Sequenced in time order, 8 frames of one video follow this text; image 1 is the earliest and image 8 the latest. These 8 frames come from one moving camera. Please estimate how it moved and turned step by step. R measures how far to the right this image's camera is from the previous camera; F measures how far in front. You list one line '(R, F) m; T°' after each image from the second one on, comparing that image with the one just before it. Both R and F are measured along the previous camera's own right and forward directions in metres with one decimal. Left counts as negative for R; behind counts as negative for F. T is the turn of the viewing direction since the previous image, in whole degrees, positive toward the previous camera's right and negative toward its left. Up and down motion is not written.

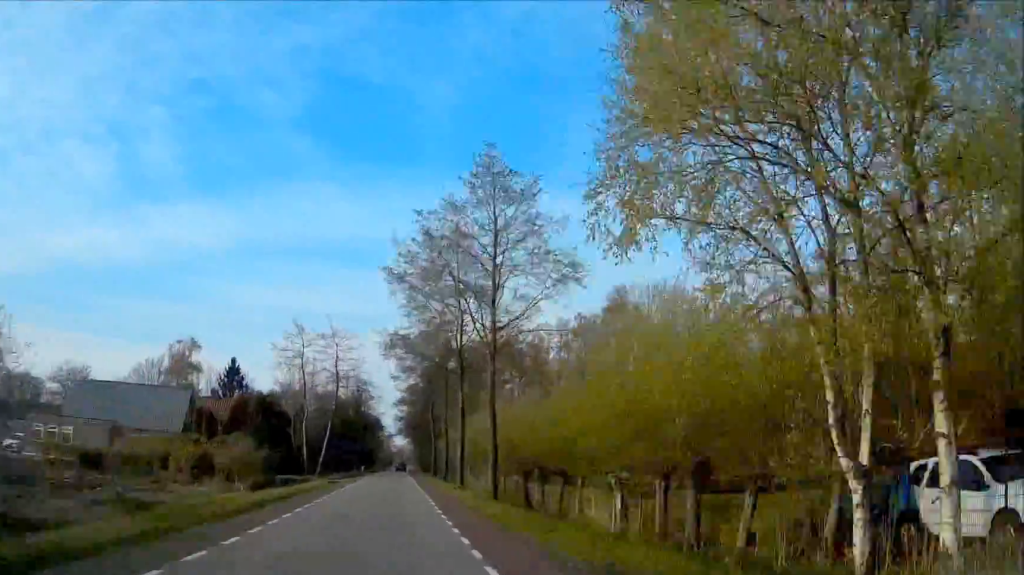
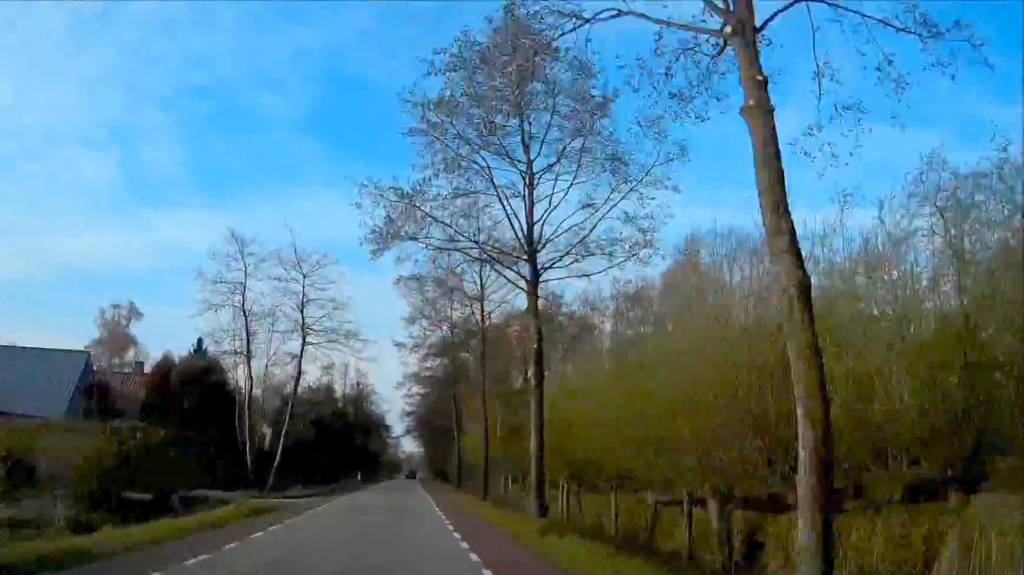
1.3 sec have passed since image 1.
(-0.2, +24.3) m; 0°
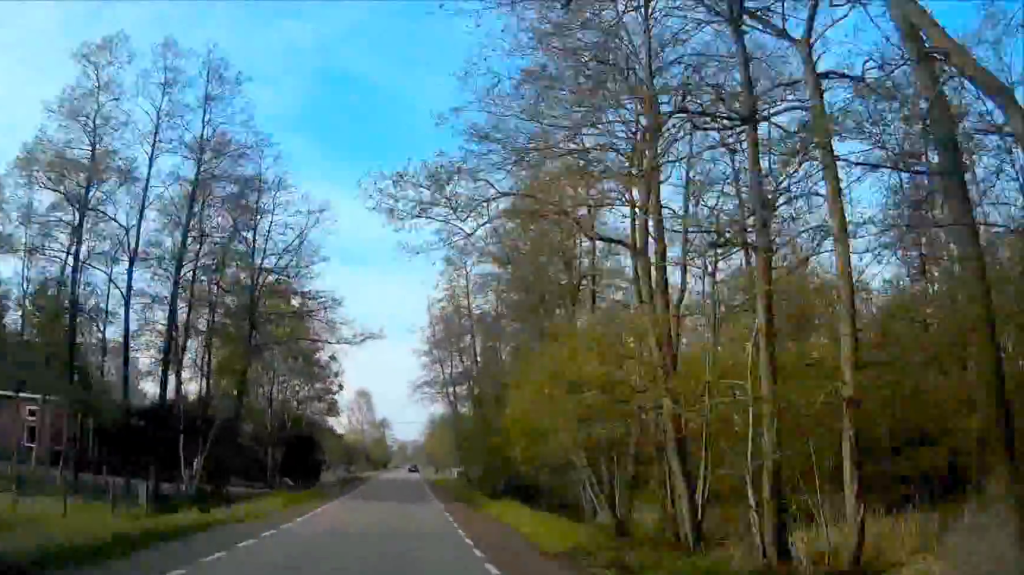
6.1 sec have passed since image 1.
(+1.1, +93.7) m; +1°
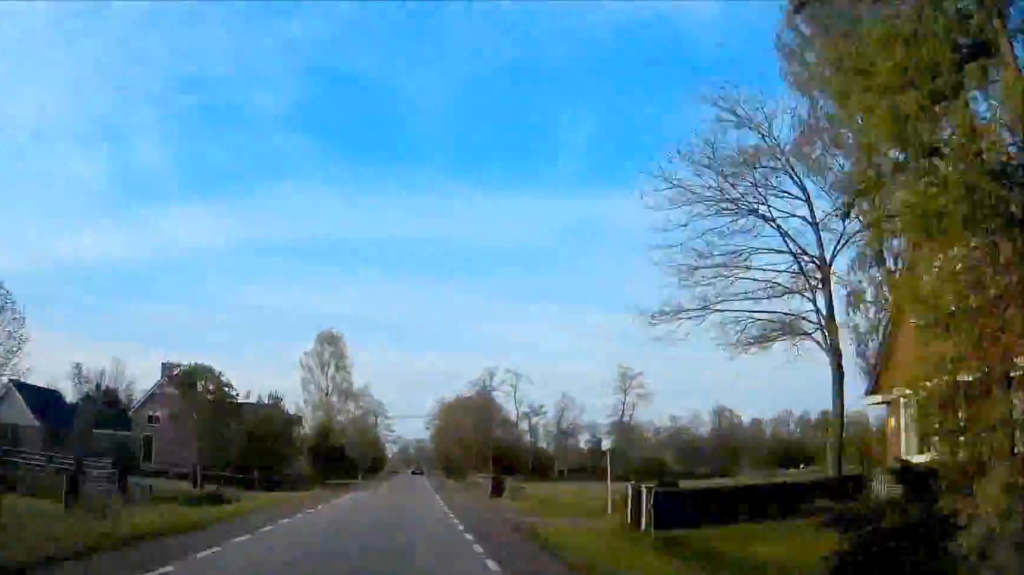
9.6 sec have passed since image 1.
(-0.6, +66.7) m; -1°
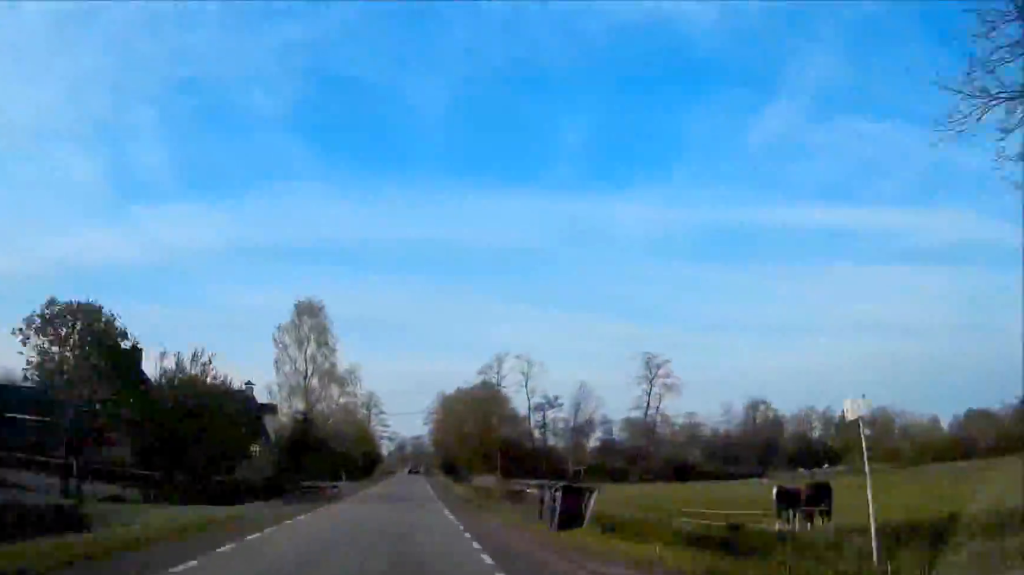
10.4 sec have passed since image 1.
(0.0, +15.4) m; 0°
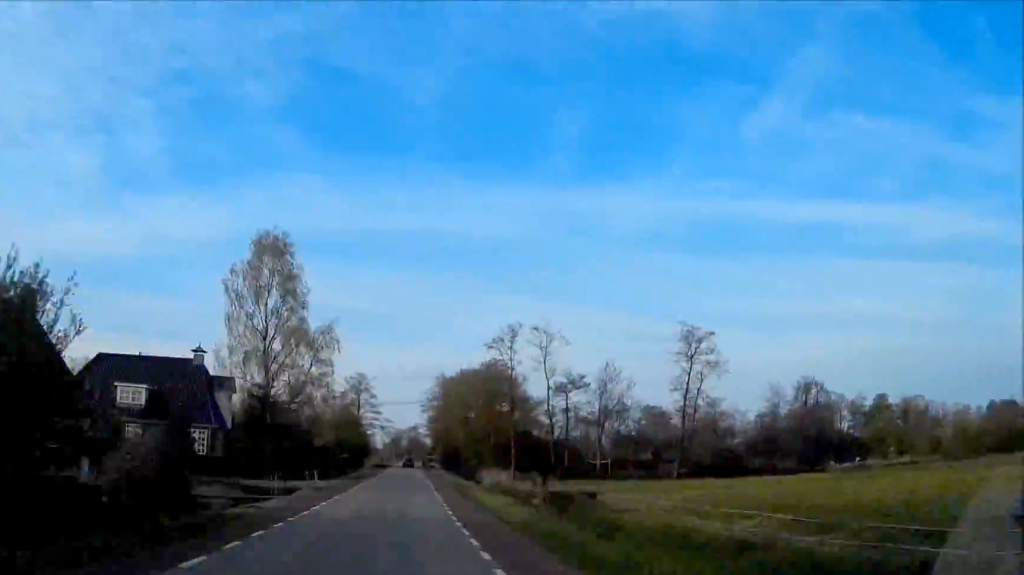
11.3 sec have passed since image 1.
(0.0, +18.0) m; 0°
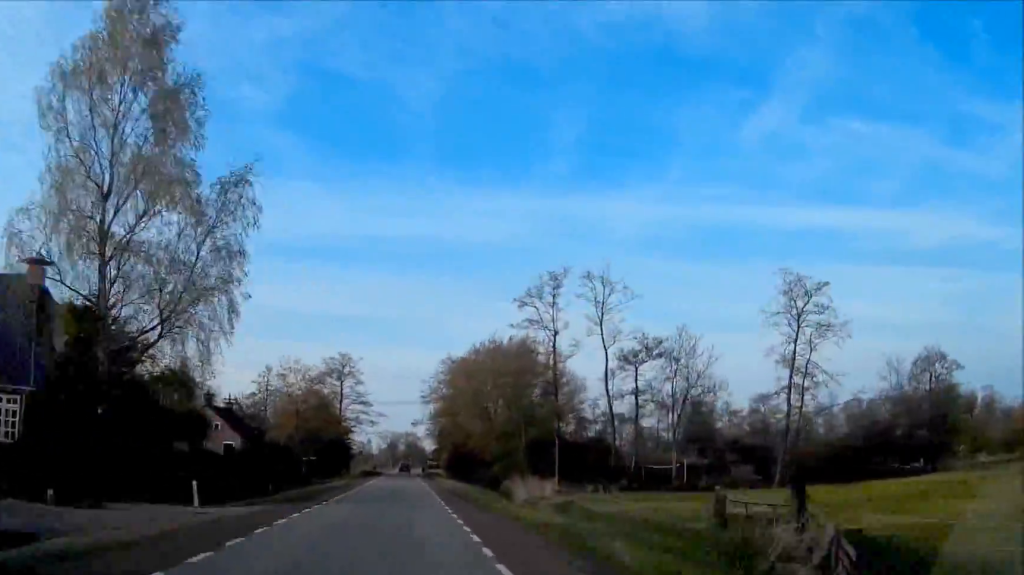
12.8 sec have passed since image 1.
(-0.1, +28.3) m; 0°
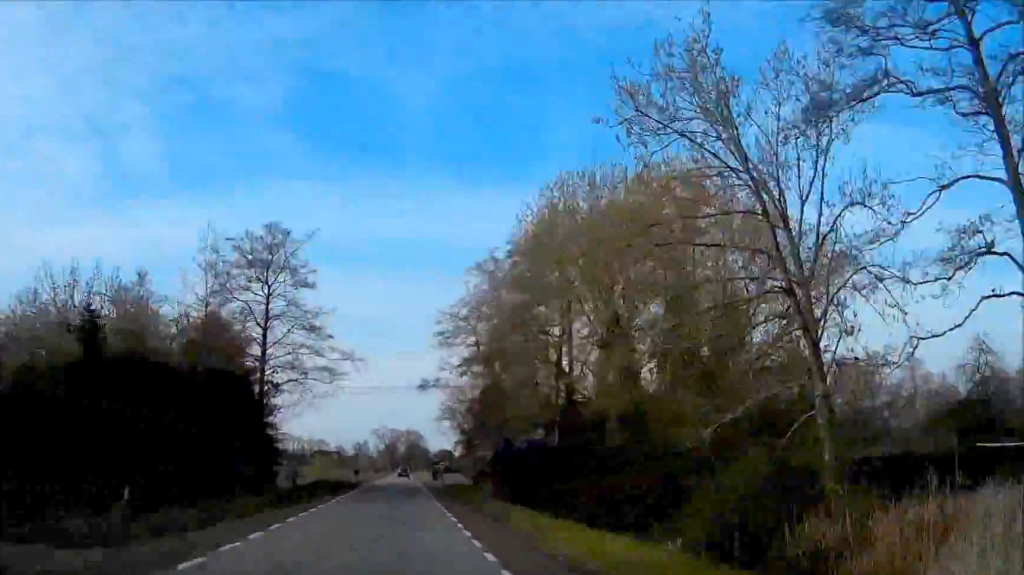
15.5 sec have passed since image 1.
(+0.1, +51.7) m; 0°
